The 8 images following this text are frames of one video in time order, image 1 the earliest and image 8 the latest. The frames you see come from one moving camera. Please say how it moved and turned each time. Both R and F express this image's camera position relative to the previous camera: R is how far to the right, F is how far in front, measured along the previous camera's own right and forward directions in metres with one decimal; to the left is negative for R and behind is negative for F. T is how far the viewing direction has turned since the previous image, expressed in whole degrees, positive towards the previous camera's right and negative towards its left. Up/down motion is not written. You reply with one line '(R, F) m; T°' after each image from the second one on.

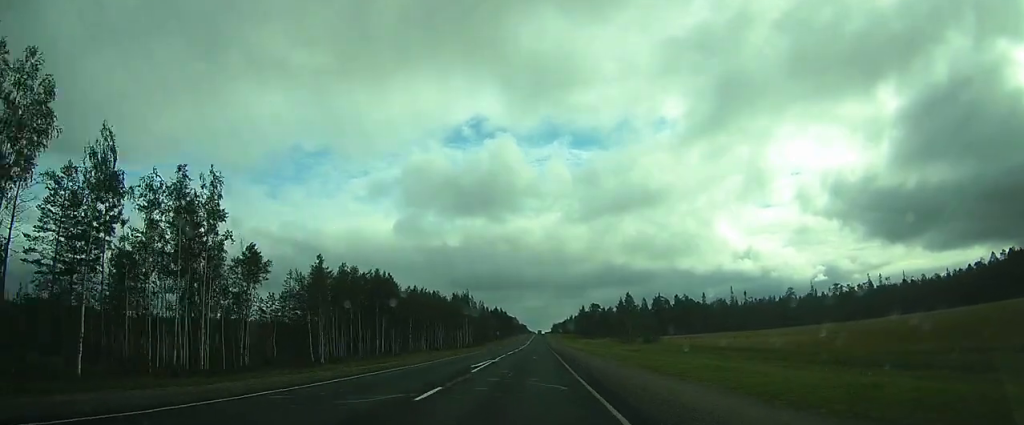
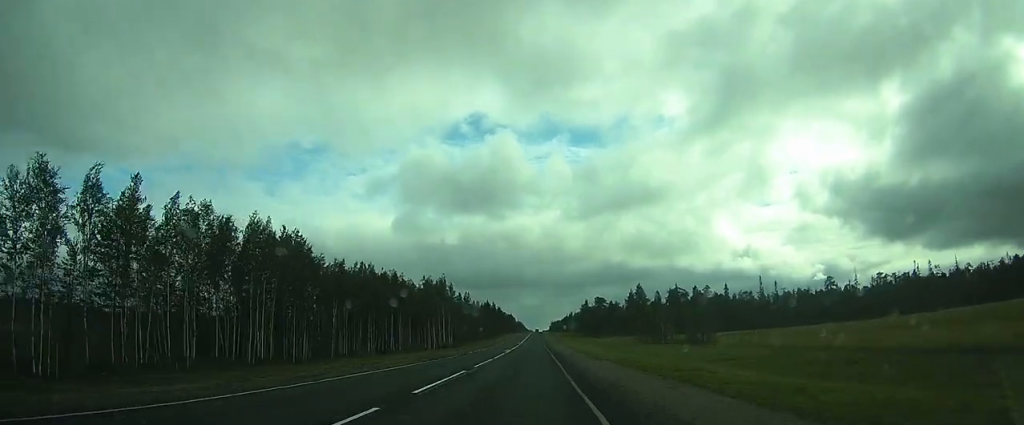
(-0.1, +28.7) m; 0°
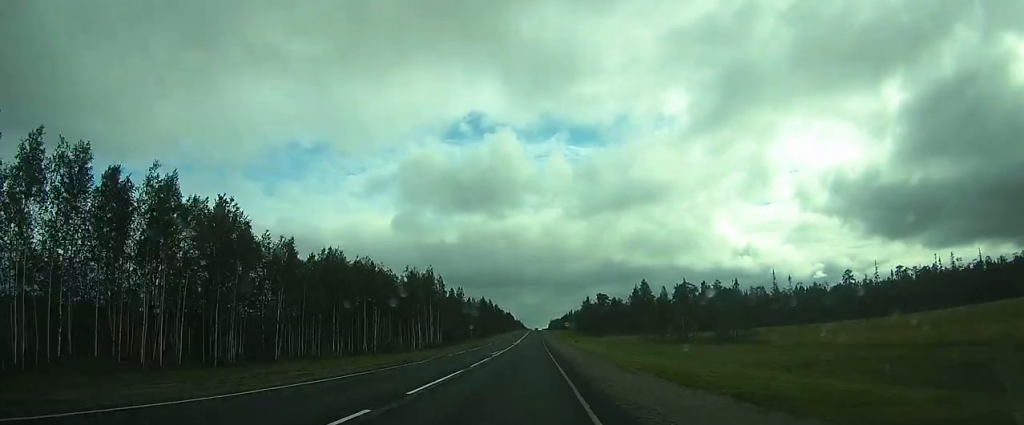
(+0.1, +10.9) m; 0°
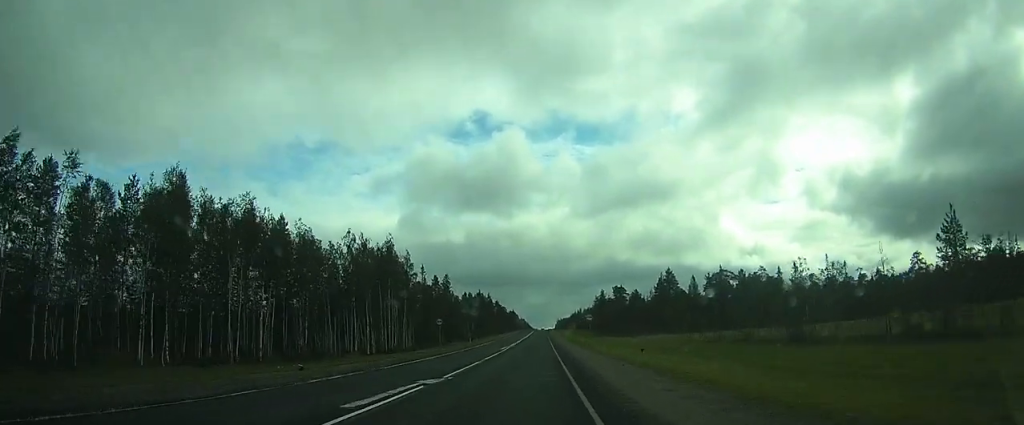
(+0.1, +28.1) m; 0°
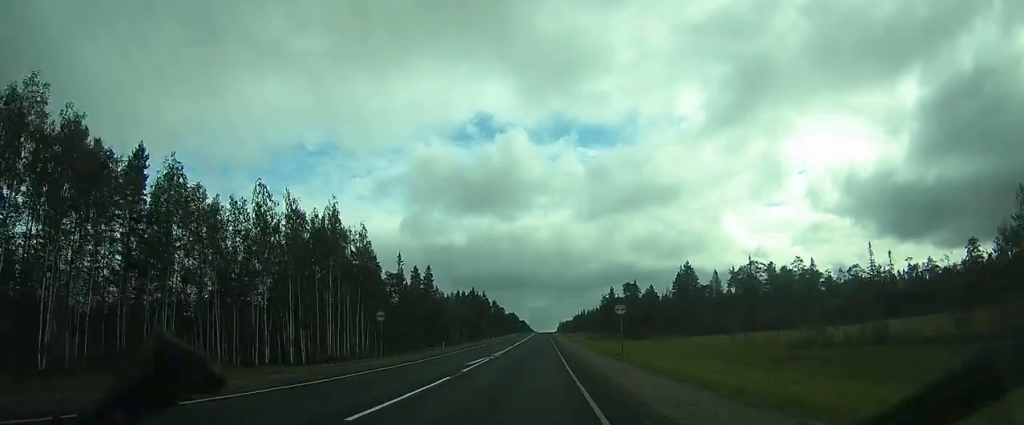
(-0.1, +18.9) m; 0°
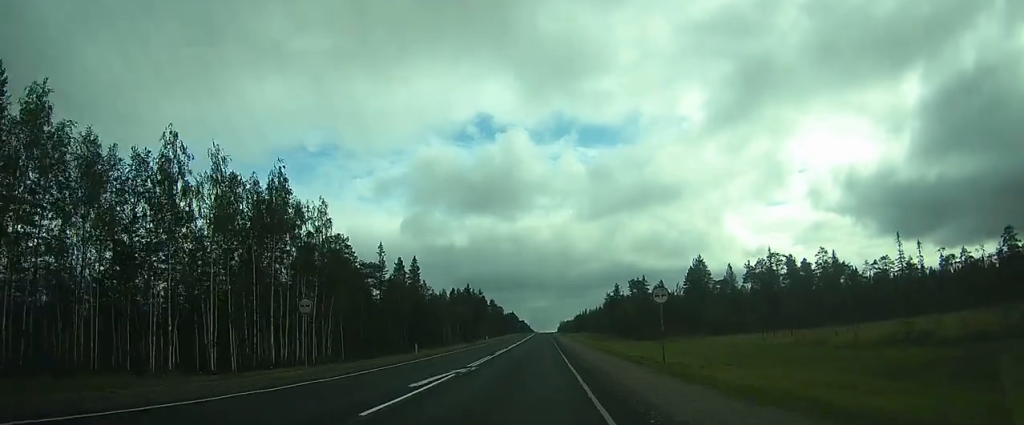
(0.0, +10.6) m; 0°
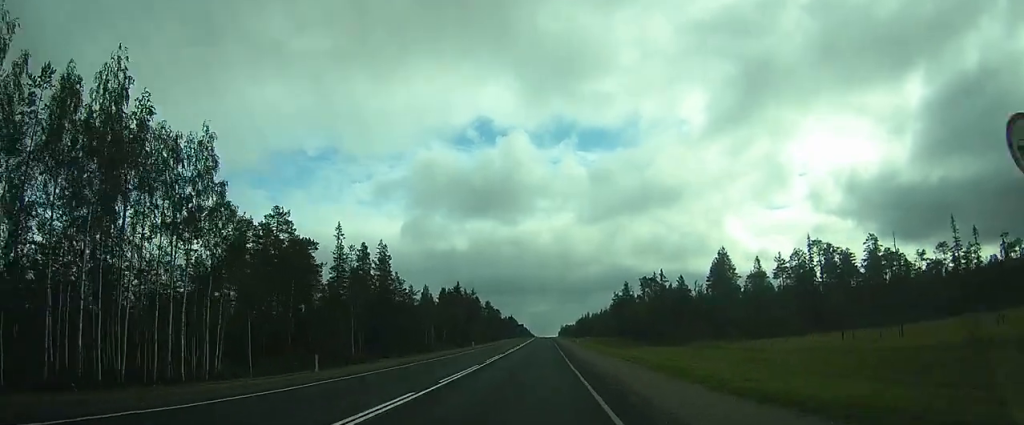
(0.0, +17.1) m; 0°
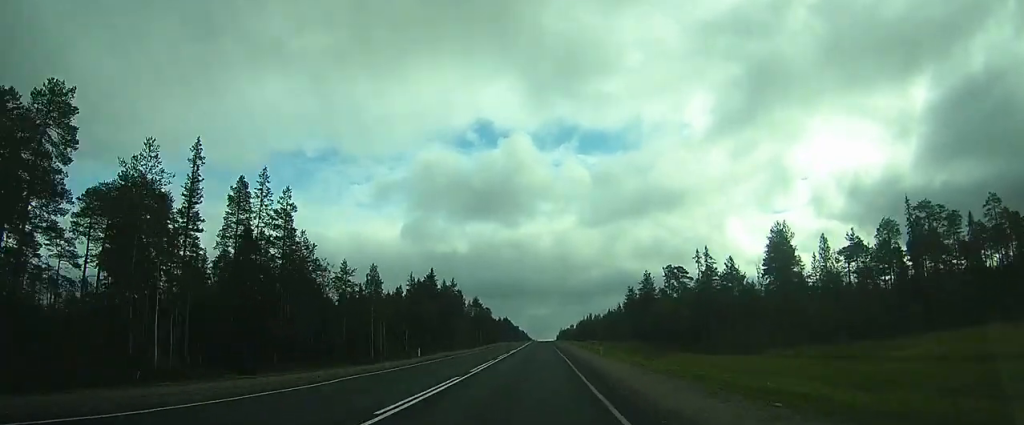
(-0.1, +28.7) m; 0°
